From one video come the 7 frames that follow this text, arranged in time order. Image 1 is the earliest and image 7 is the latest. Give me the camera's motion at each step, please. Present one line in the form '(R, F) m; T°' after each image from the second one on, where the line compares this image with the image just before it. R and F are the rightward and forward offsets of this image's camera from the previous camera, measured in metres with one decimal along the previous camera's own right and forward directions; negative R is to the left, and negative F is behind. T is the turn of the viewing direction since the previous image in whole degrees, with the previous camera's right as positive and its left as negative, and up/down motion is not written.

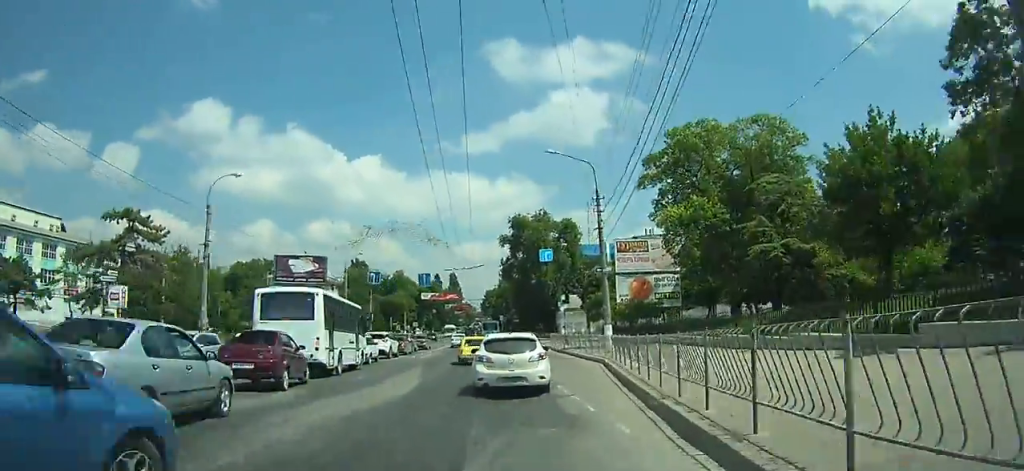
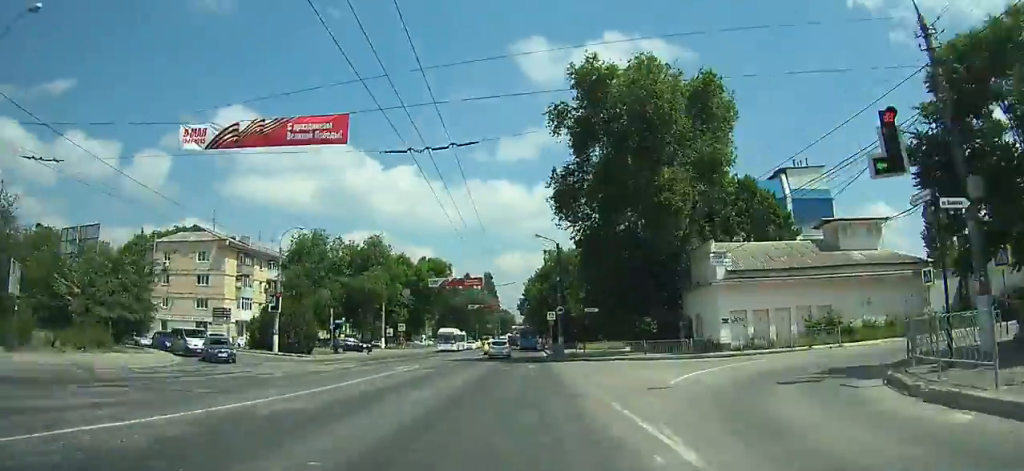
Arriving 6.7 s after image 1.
(+0.2, +54.4) m; -1°
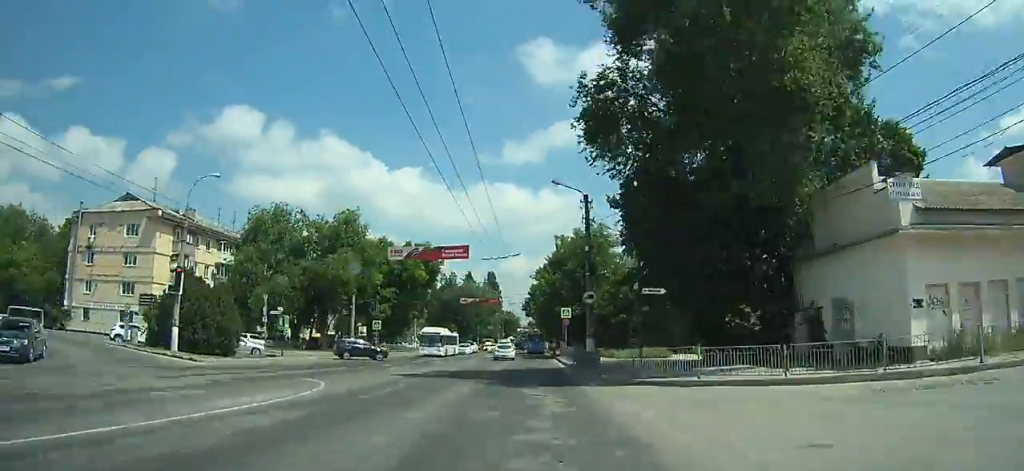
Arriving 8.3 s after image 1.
(-0.2, +15.4) m; 0°
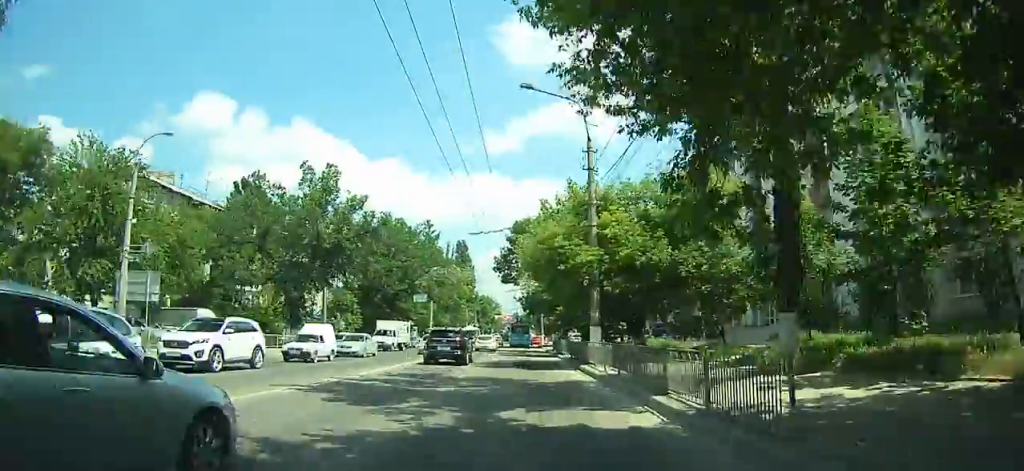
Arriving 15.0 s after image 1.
(+0.5, +68.5) m; 0°
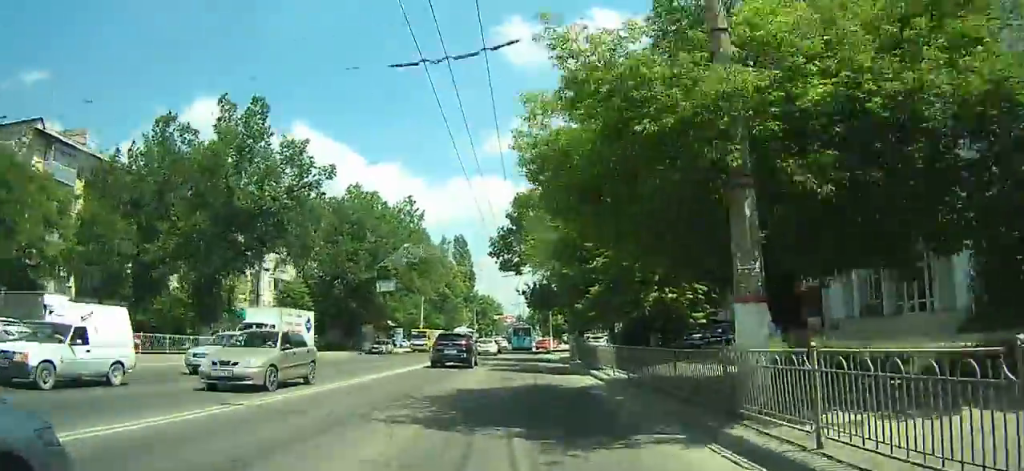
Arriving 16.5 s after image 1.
(0.0, +16.0) m; -1°
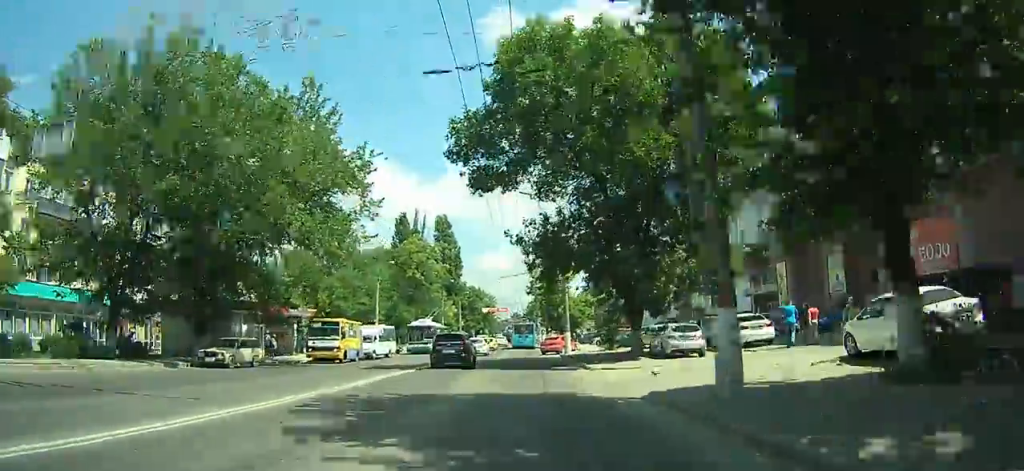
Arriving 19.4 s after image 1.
(-0.3, +31.3) m; -1°
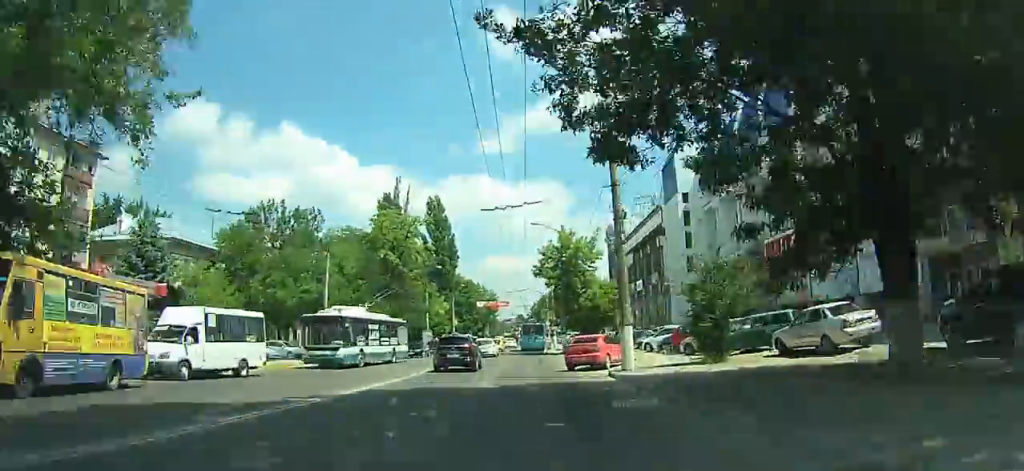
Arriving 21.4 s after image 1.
(-0.2, +21.6) m; 0°
